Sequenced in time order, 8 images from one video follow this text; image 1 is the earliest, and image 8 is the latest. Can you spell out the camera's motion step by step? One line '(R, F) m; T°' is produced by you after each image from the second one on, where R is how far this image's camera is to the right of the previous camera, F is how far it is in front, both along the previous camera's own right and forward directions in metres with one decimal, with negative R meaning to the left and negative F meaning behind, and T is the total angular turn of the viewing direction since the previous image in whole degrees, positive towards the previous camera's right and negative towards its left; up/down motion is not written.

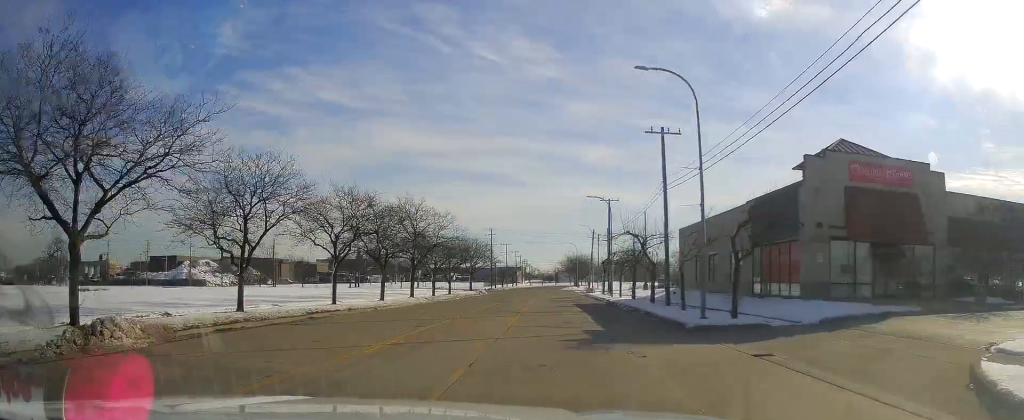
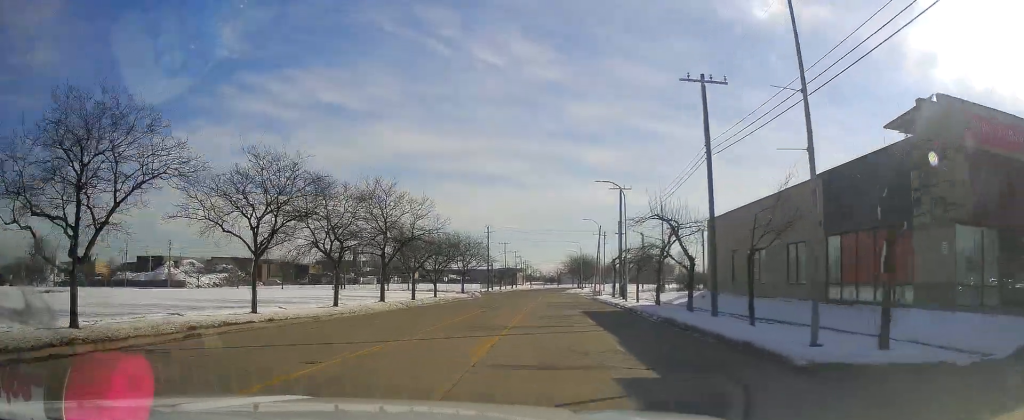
(-0.6, +10.9) m; -1°
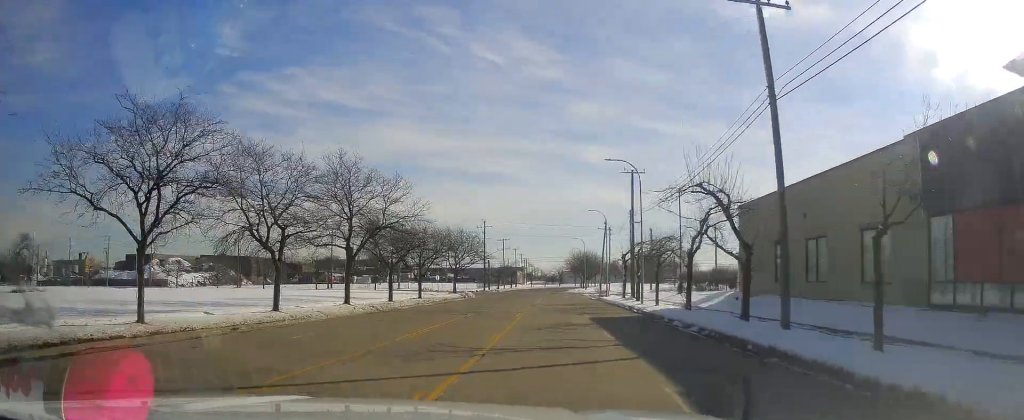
(+0.1, +8.7) m; +1°
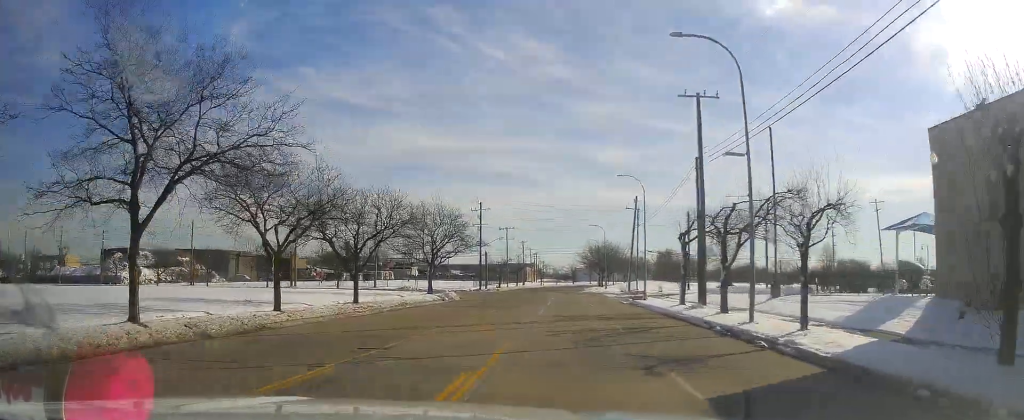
(+0.7, +22.8) m; 0°
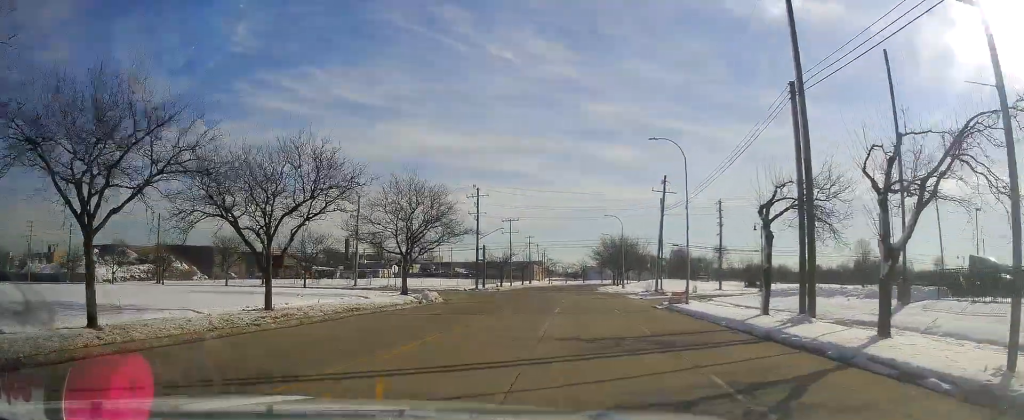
(-0.6, +13.5) m; -1°
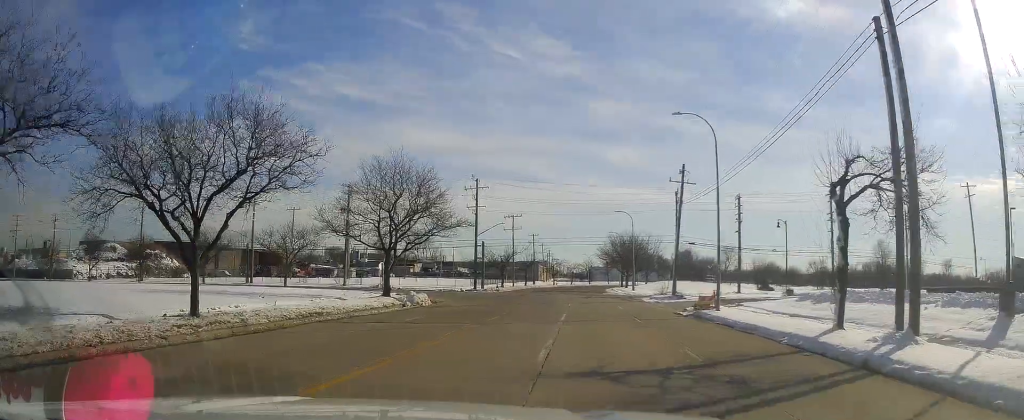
(+0.2, +6.2) m; -1°
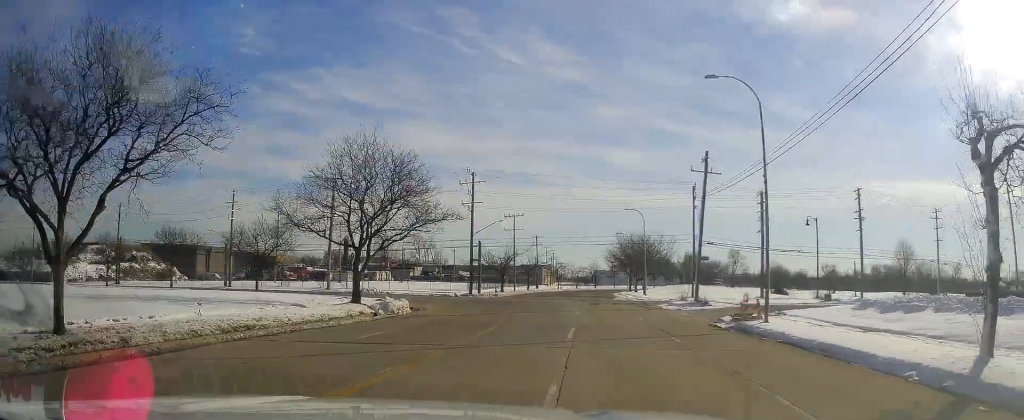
(+0.1, +7.1) m; -1°
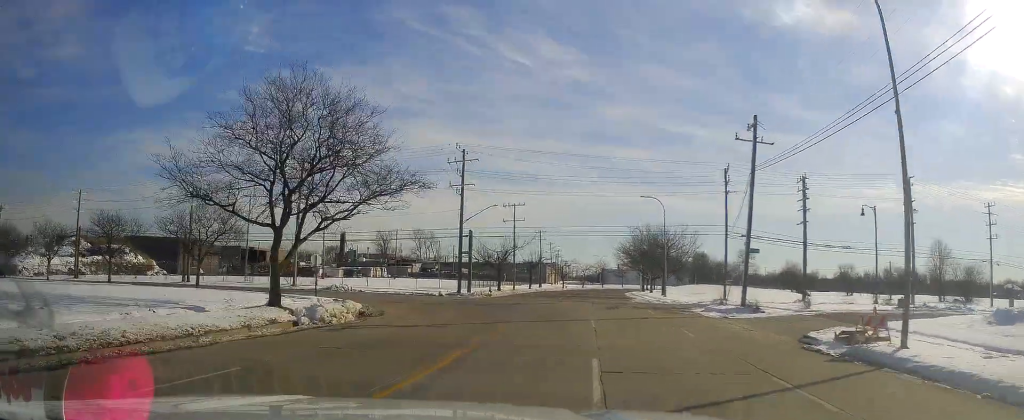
(-0.4, +10.9) m; -2°
